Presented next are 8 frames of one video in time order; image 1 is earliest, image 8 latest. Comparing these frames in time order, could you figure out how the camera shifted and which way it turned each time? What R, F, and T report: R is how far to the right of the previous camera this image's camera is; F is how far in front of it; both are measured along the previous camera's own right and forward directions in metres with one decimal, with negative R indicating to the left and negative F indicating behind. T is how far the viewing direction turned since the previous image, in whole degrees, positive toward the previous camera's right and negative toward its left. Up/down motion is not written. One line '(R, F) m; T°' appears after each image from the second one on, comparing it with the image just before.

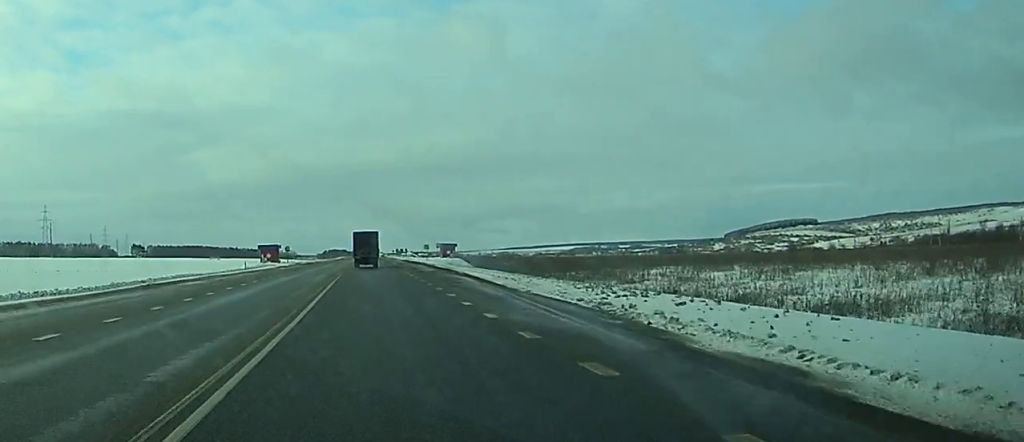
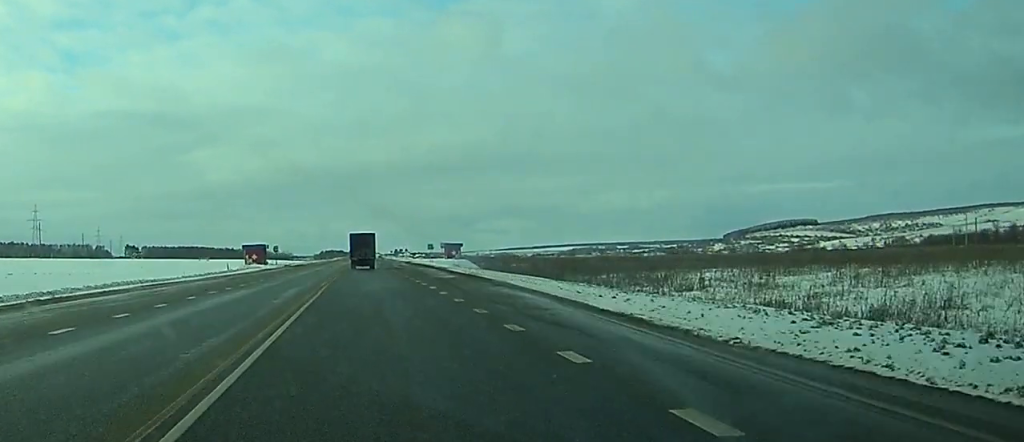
(-0.1, +14.6) m; -1°
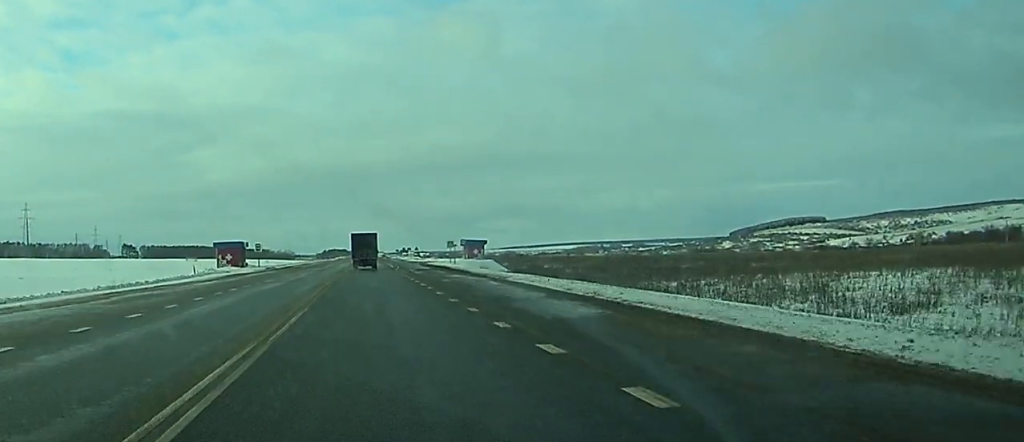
(0.0, +26.1) m; 0°
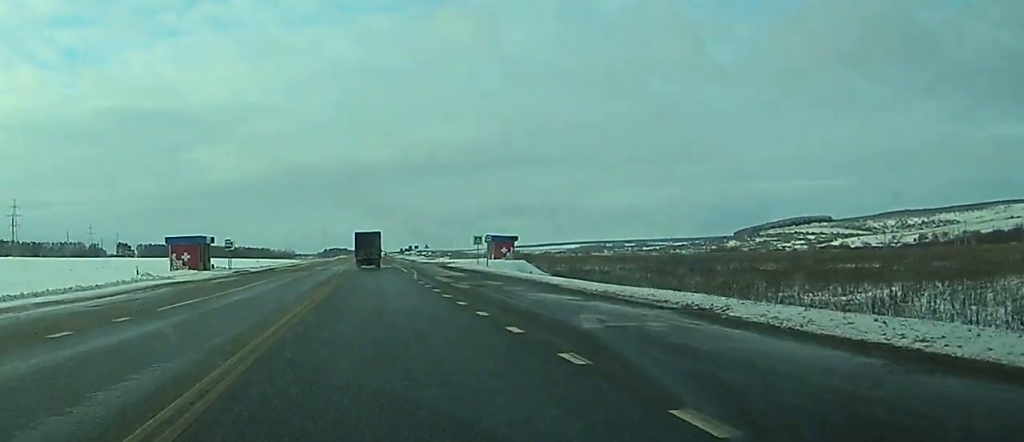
(+0.1, +24.5) m; 0°
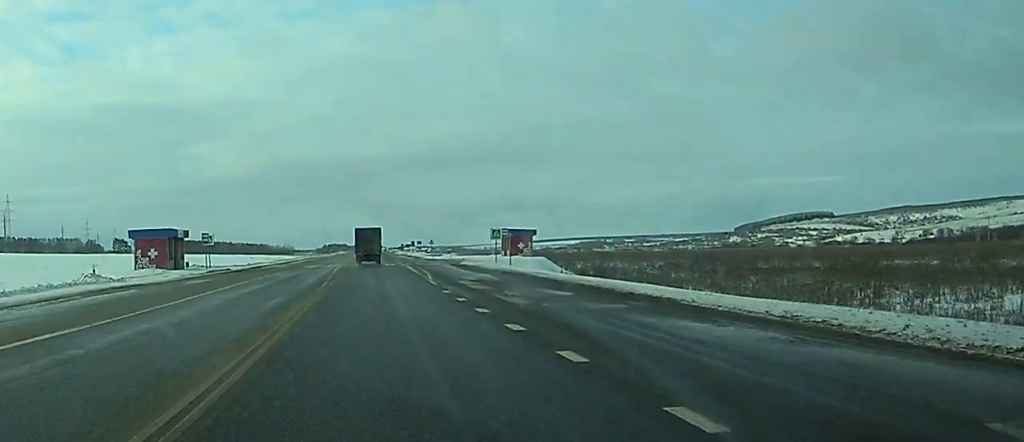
(0.0, +11.5) m; 0°
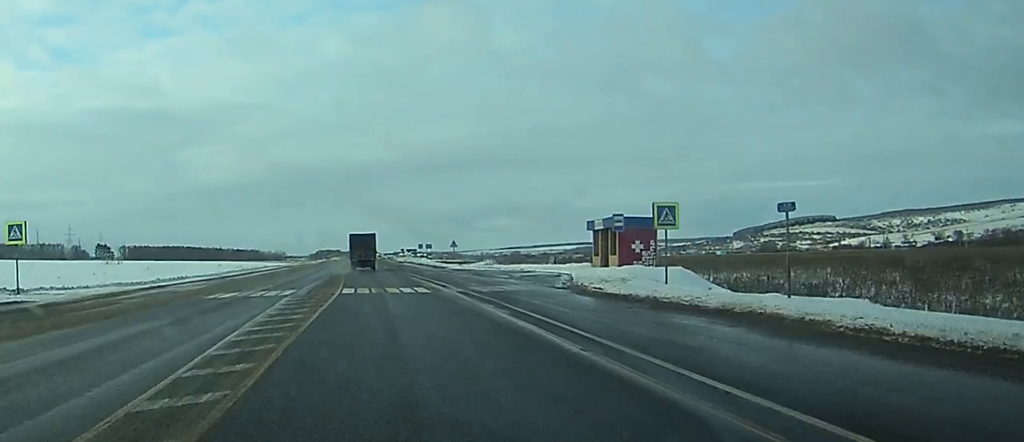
(+0.2, +41.2) m; 0°
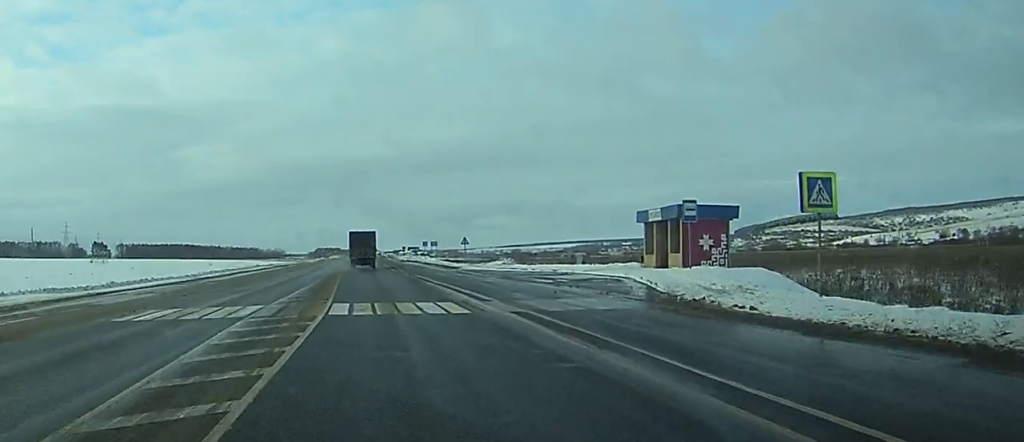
(0.0, +10.6) m; 0°
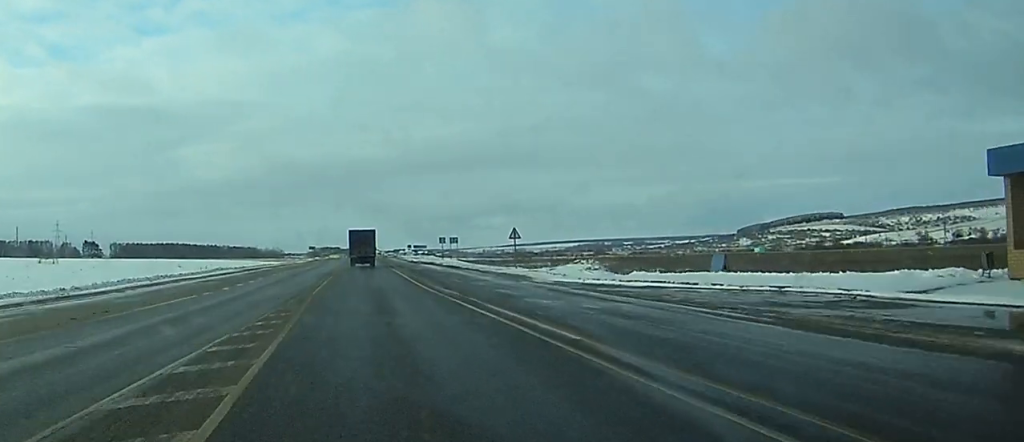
(+0.1, +28.0) m; 0°
